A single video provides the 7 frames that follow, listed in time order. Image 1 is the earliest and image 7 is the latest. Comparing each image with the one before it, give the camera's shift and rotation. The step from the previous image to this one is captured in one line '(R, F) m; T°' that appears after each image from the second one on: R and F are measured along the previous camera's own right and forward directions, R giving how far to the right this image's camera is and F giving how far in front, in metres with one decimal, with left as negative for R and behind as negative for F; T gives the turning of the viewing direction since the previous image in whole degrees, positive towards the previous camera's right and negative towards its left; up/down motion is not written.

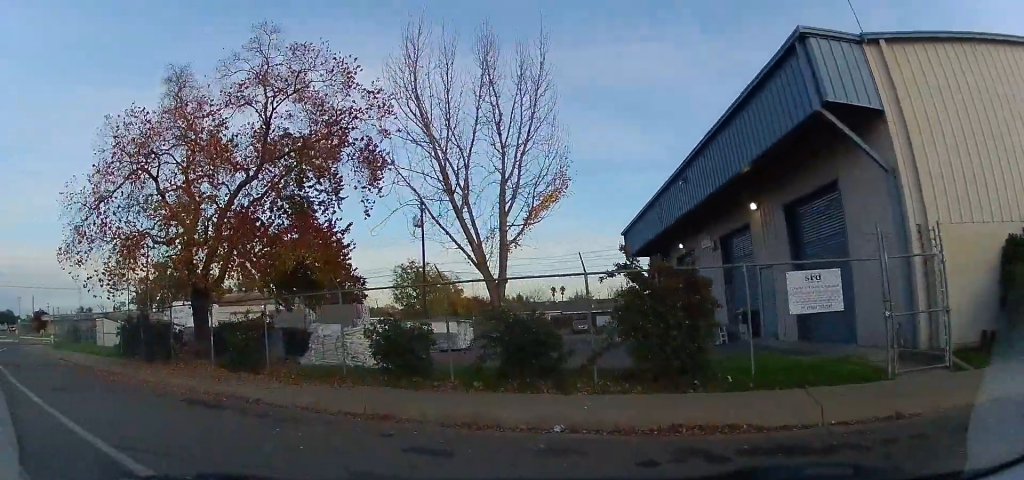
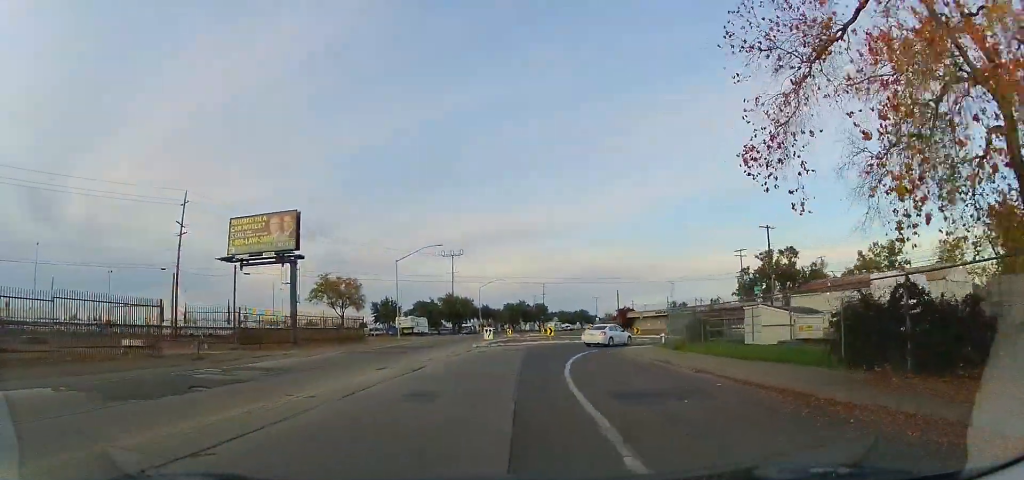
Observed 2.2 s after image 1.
(-3.9, +8.6) m; -38°
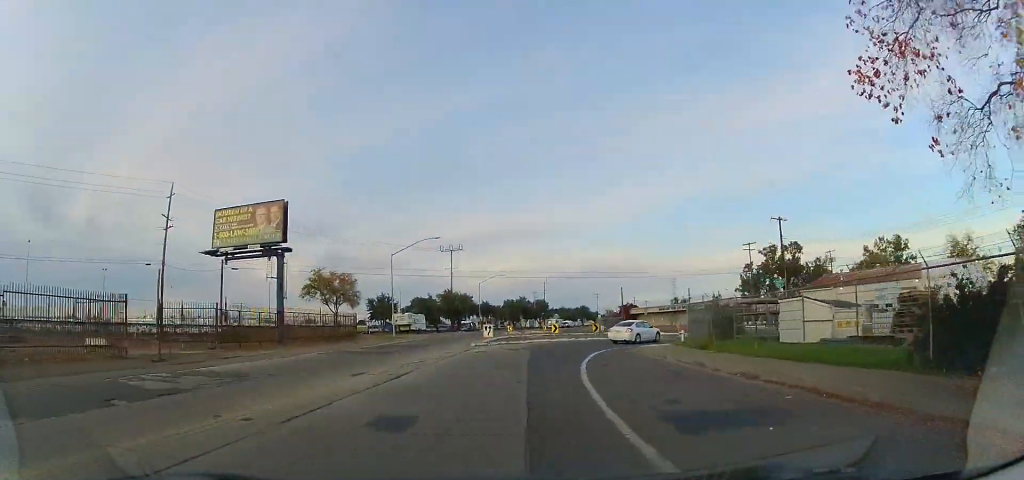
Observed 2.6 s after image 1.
(+0.1, +2.4) m; -5°
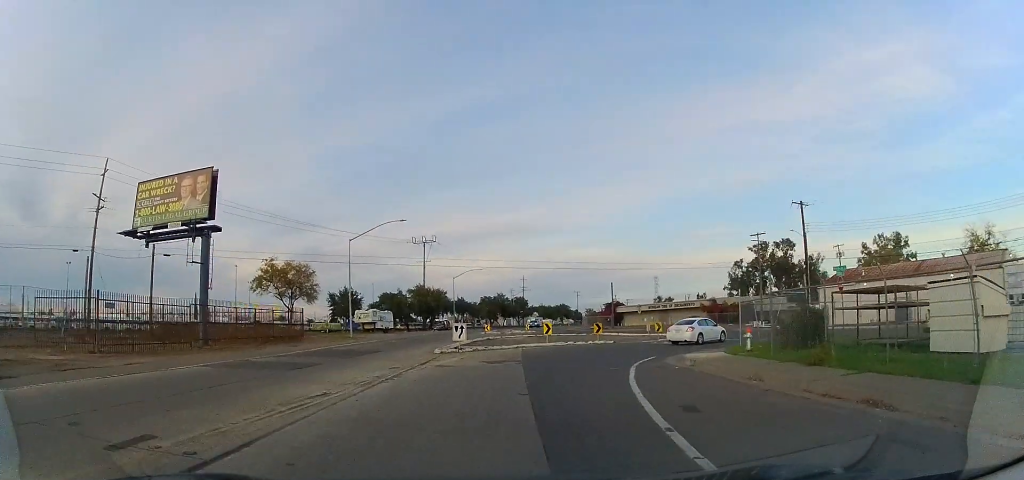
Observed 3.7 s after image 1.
(-0.8, +8.1) m; -4°
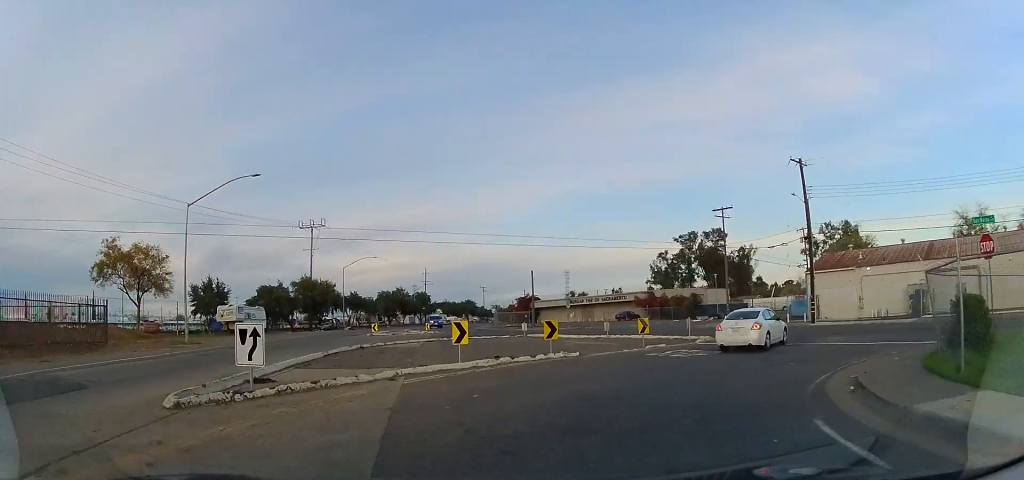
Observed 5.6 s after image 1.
(+0.6, +15.8) m; +7°
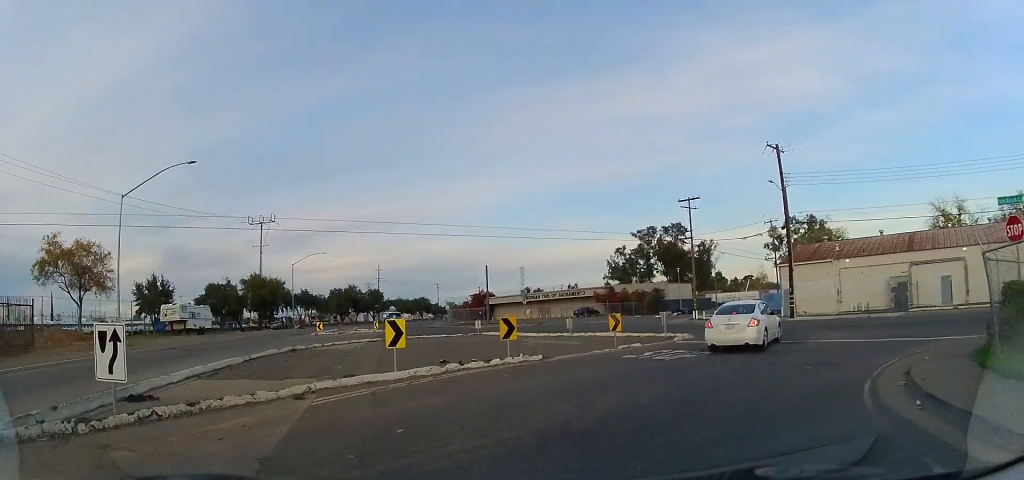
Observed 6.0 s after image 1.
(+0.2, +3.5) m; +3°
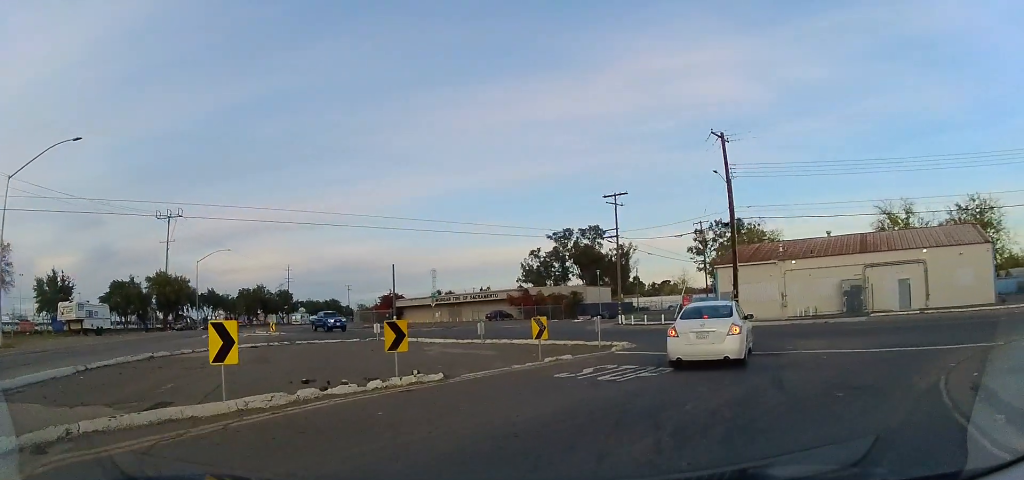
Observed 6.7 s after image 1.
(+0.2, +5.7) m; +5°
